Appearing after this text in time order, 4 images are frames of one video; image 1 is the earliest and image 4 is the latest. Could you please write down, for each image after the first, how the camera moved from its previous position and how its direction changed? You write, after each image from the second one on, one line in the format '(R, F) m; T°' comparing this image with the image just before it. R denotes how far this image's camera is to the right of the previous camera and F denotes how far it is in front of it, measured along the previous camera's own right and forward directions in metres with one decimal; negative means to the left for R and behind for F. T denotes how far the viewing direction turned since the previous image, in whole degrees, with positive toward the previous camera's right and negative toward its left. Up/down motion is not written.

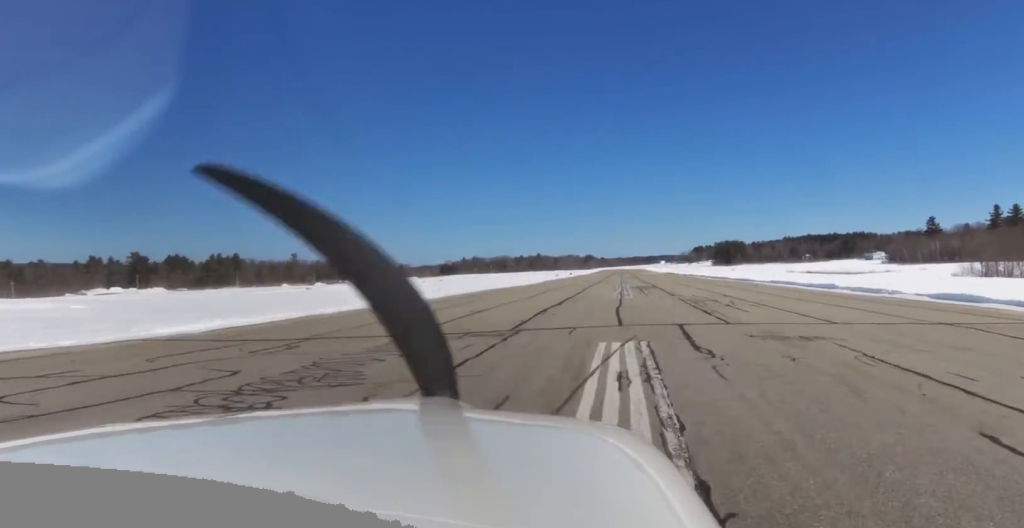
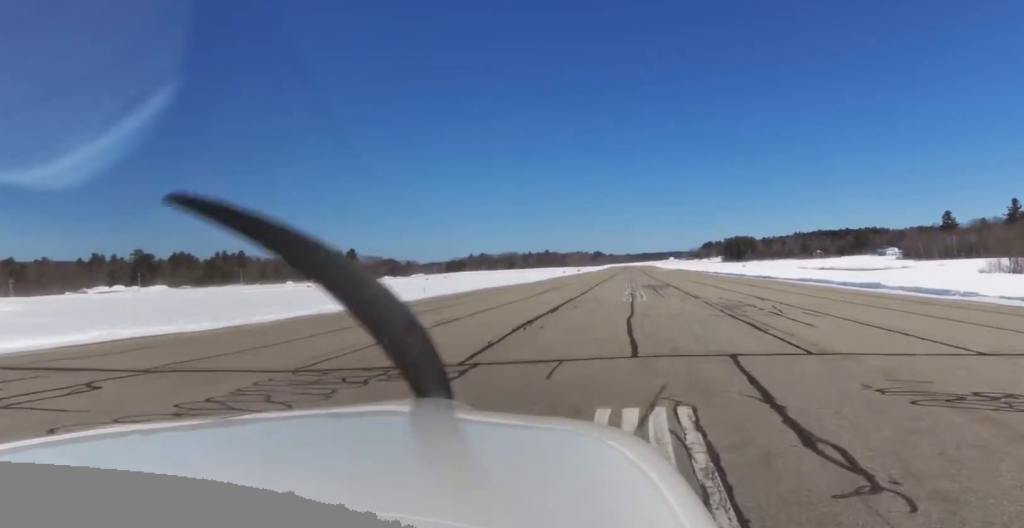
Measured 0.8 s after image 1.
(0.0, +8.5) m; -3°
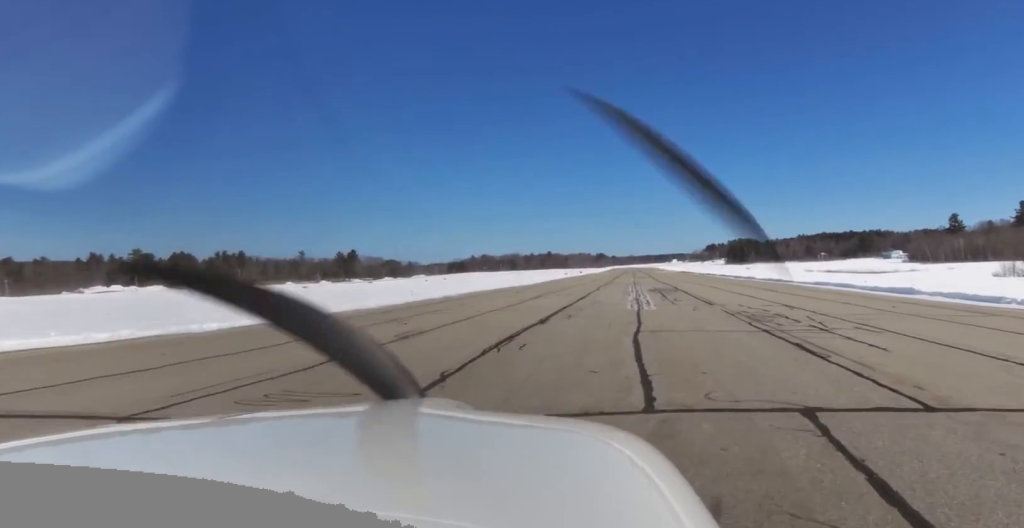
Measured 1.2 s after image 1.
(-0.6, +5.0) m; -1°
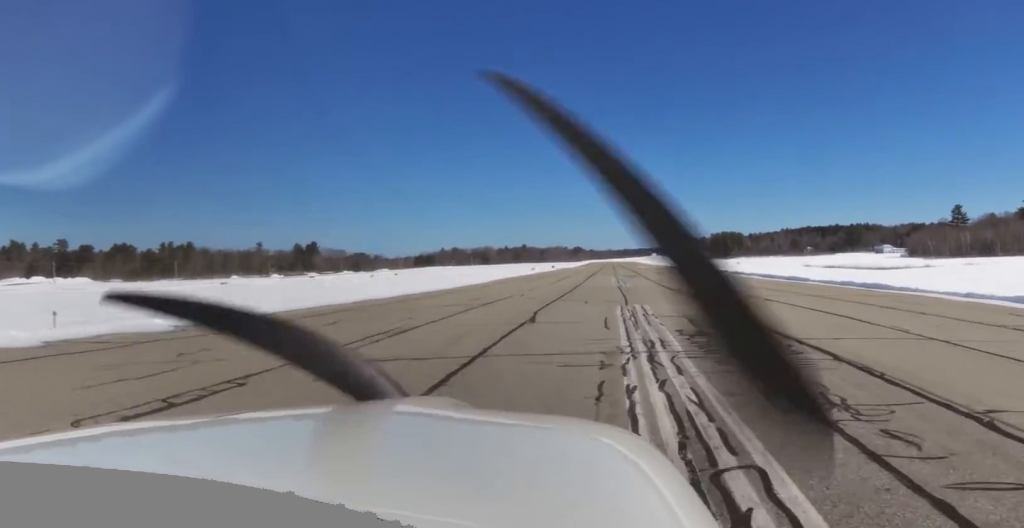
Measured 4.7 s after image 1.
(+2.4, +35.4) m; +5°
